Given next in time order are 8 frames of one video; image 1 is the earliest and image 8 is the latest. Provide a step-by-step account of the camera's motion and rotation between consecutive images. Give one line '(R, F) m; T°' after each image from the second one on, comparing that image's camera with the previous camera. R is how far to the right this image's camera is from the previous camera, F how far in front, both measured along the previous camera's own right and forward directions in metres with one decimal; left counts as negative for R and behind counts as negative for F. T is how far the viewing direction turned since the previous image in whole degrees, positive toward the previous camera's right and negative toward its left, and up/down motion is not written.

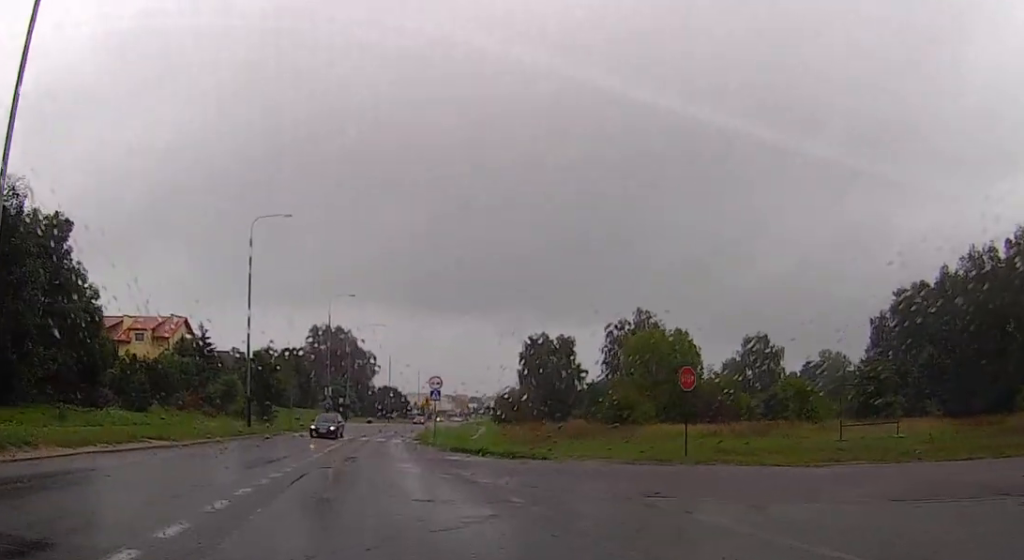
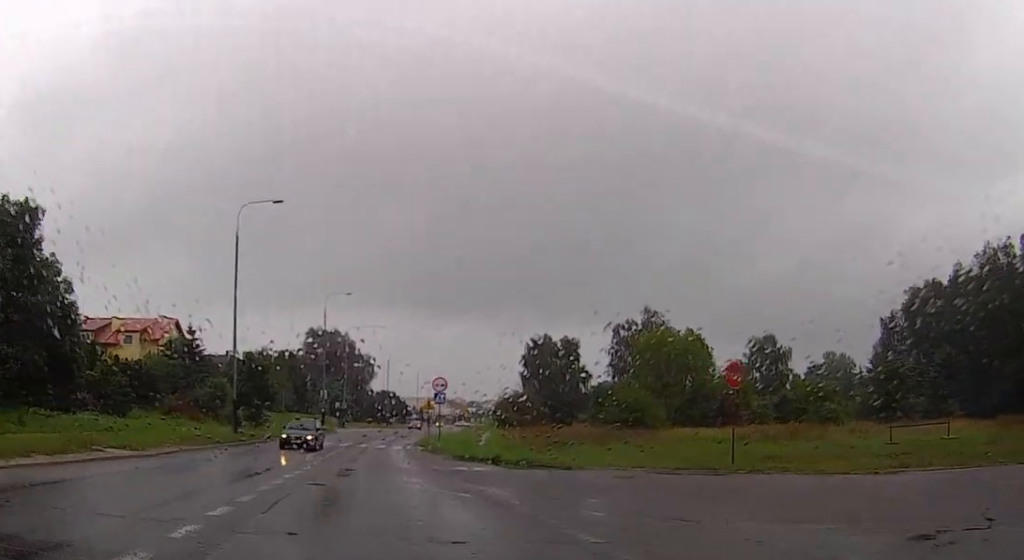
(0.0, +4.0) m; 0°
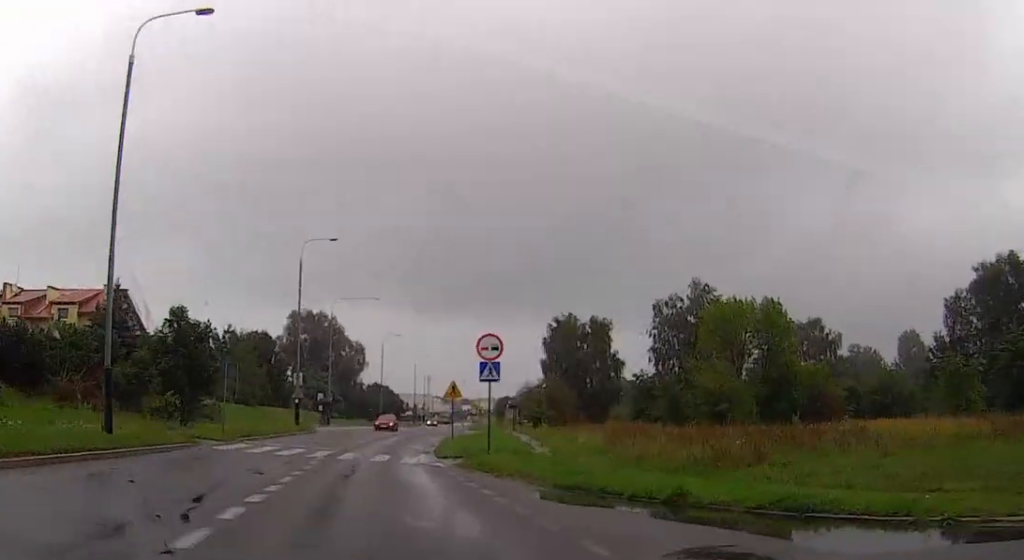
(+0.4, +19.4) m; +3°
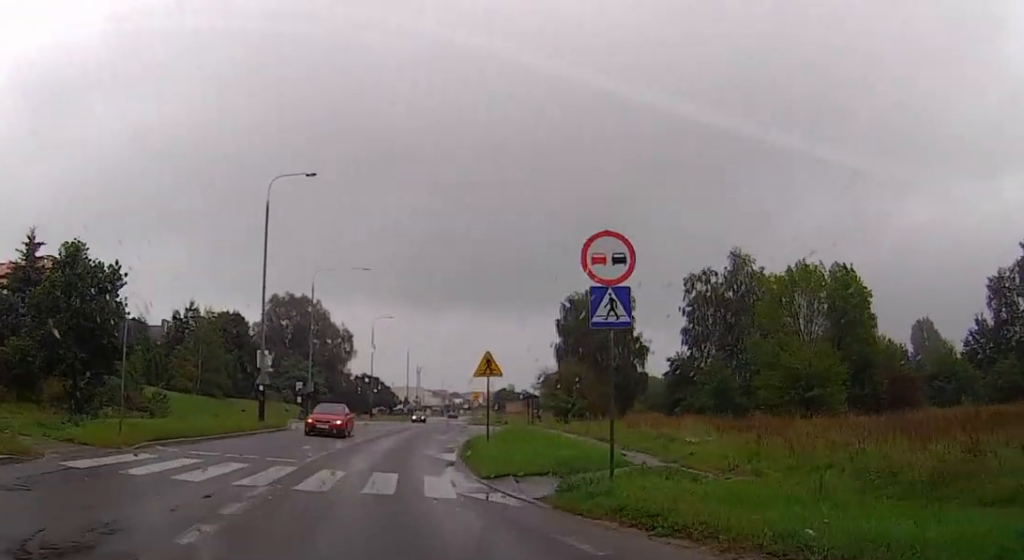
(+0.2, +12.9) m; +1°
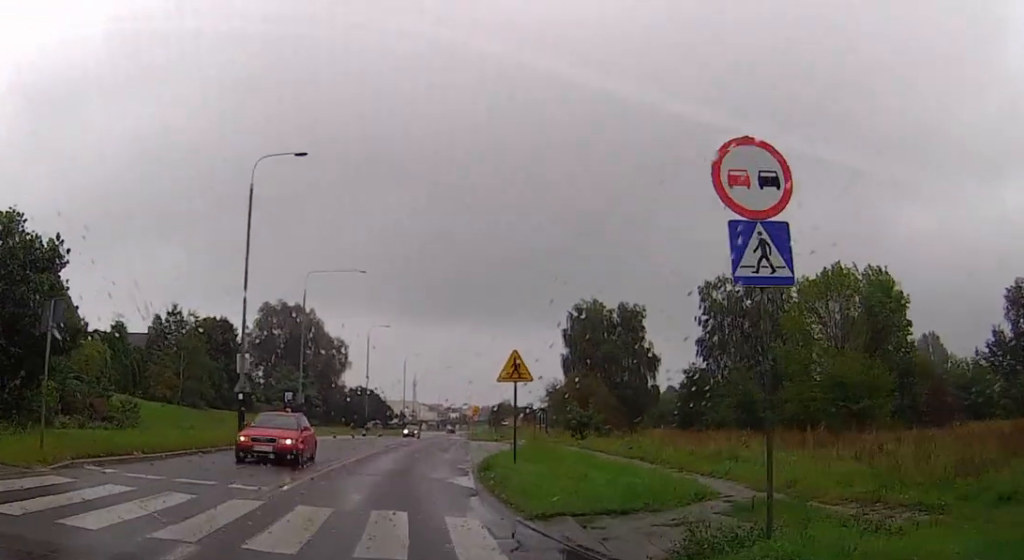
(0.0, +4.9) m; 0°
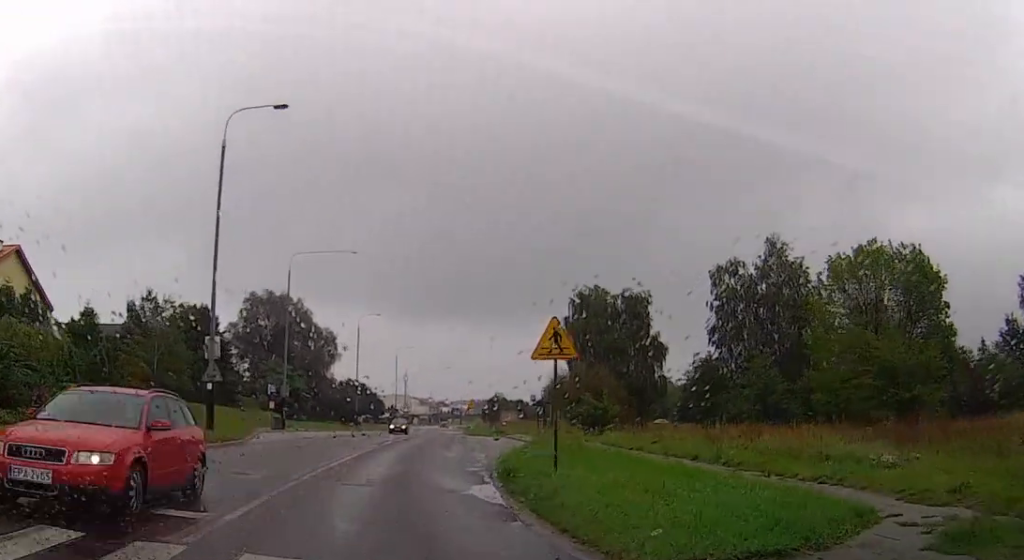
(0.0, +4.9) m; 0°
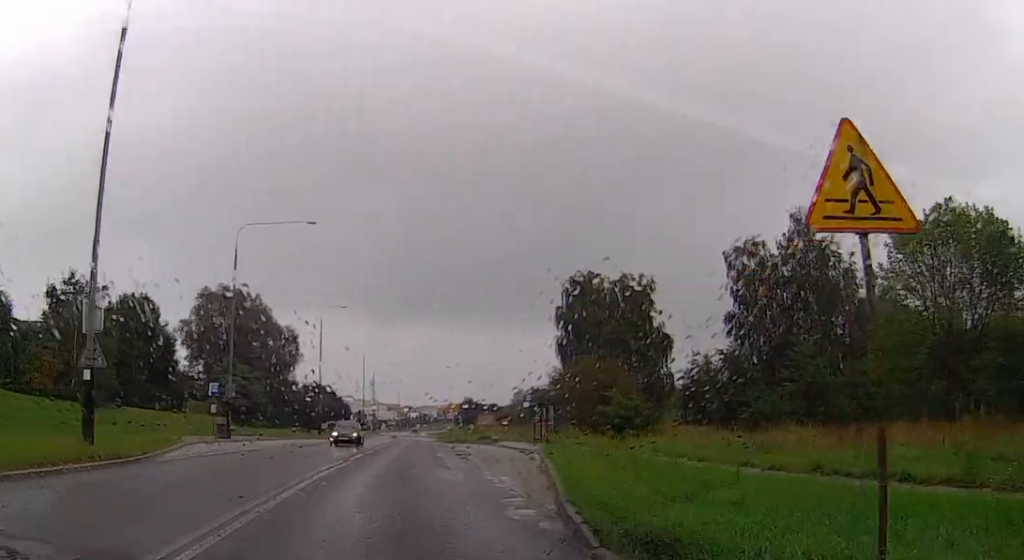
(+0.1, +9.9) m; +1°
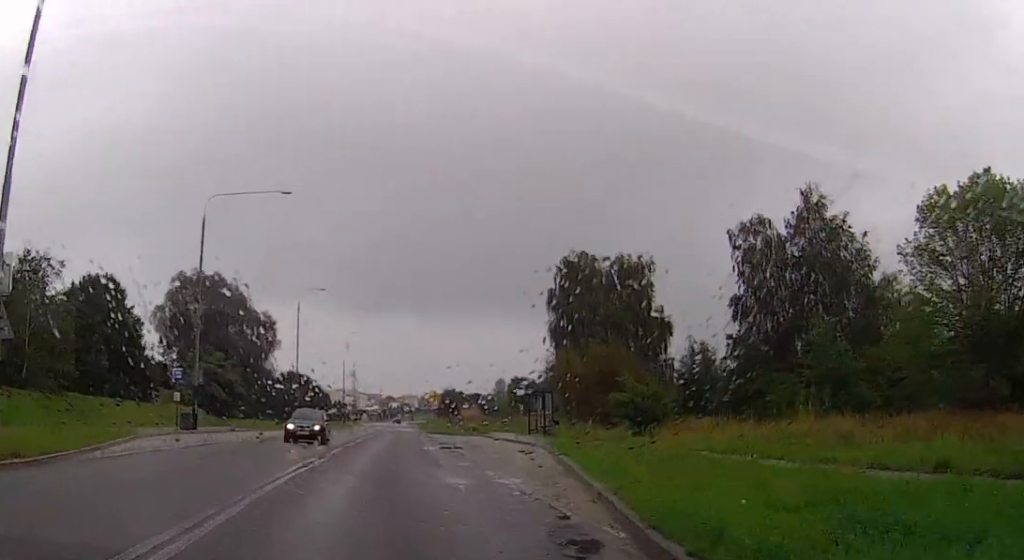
(0.0, +4.2) m; +1°
